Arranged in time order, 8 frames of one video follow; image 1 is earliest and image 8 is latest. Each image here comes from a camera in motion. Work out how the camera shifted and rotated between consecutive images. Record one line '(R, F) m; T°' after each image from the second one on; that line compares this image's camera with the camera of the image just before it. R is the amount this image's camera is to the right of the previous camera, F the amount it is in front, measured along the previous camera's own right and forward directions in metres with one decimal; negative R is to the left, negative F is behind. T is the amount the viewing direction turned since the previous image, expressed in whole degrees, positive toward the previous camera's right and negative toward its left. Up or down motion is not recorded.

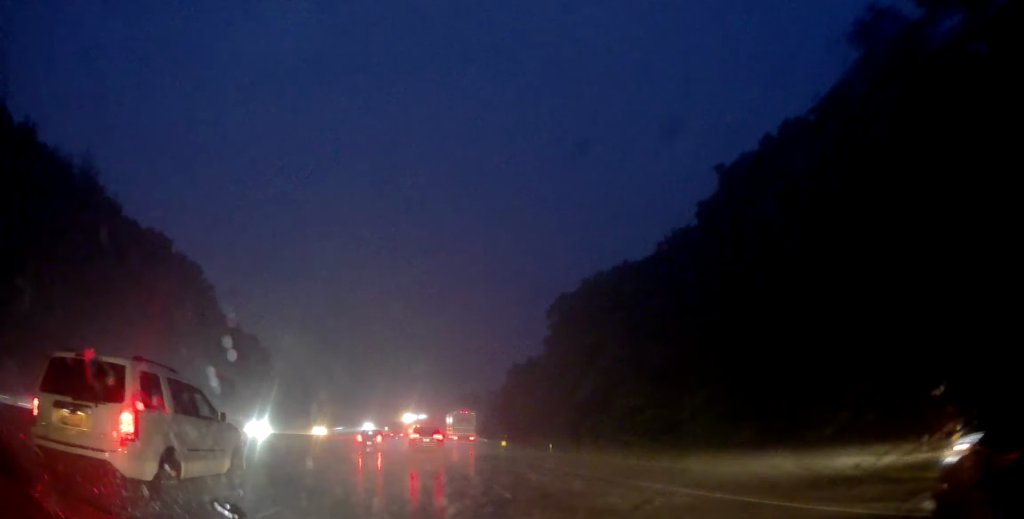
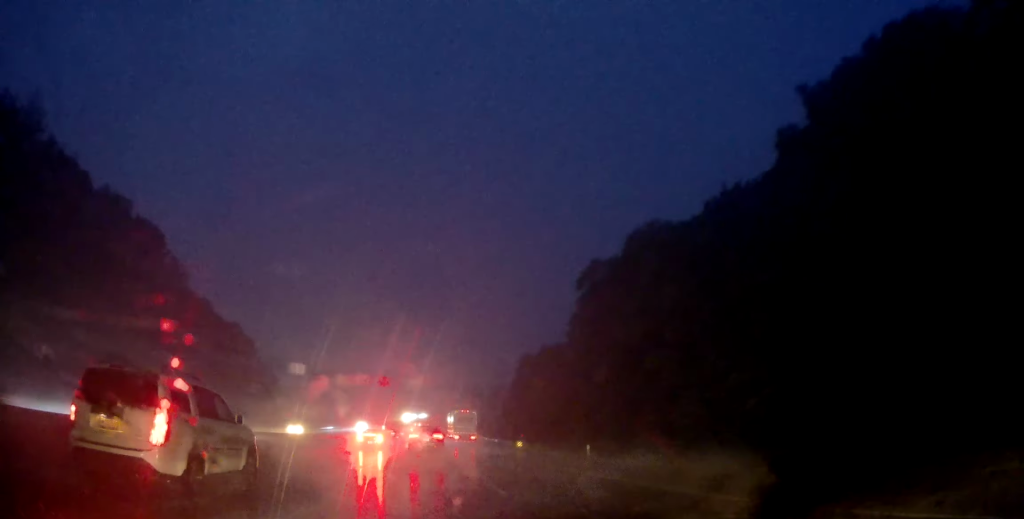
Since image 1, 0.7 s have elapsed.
(+0.3, +11.2) m; +1°
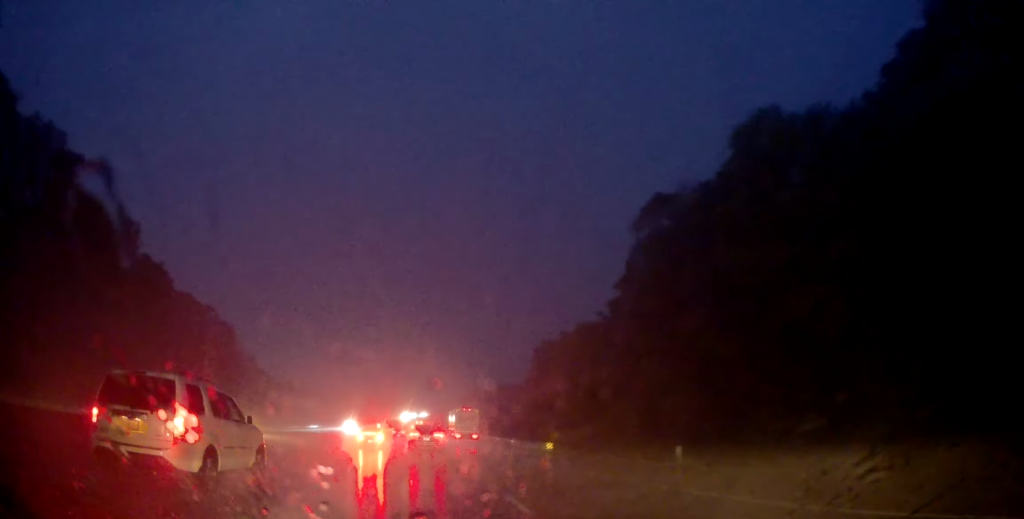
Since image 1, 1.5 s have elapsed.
(+0.2, +13.7) m; 0°
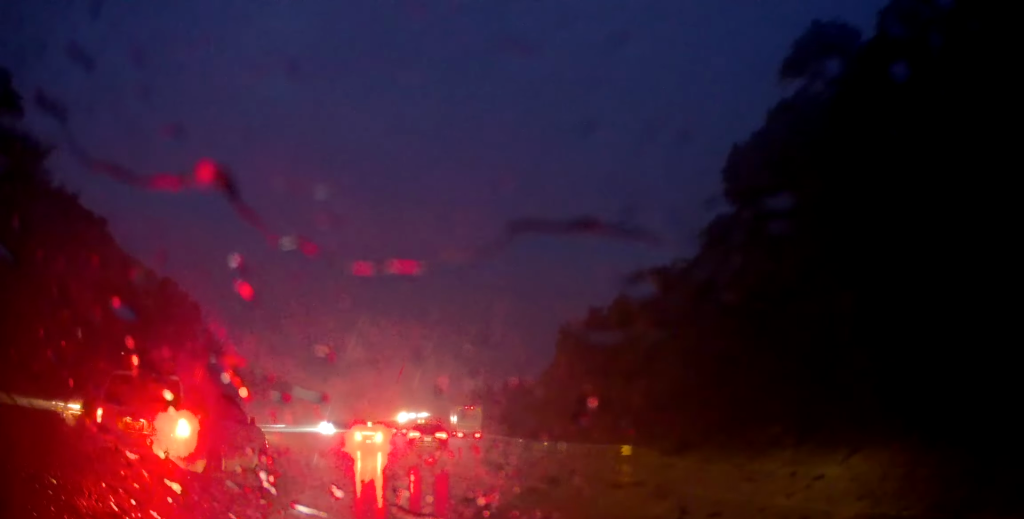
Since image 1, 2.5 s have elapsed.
(-0.3, +17.4) m; -2°
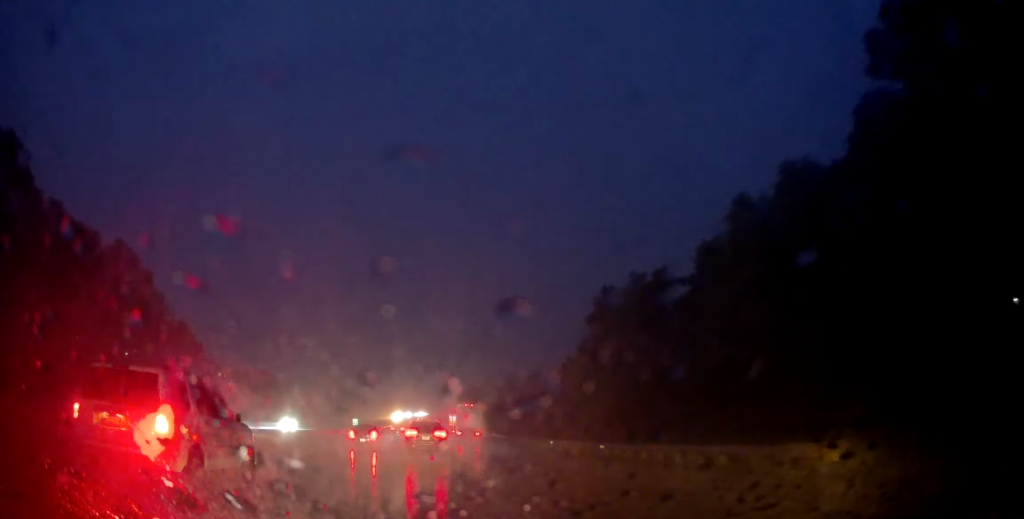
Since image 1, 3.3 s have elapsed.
(-0.3, +14.8) m; 0°
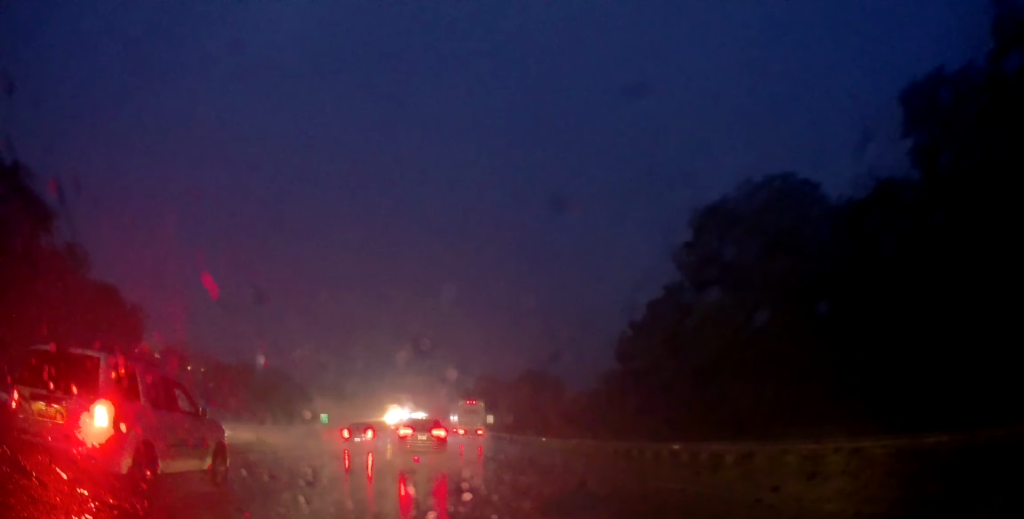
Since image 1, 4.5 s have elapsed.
(+0.2, +22.5) m; 0°
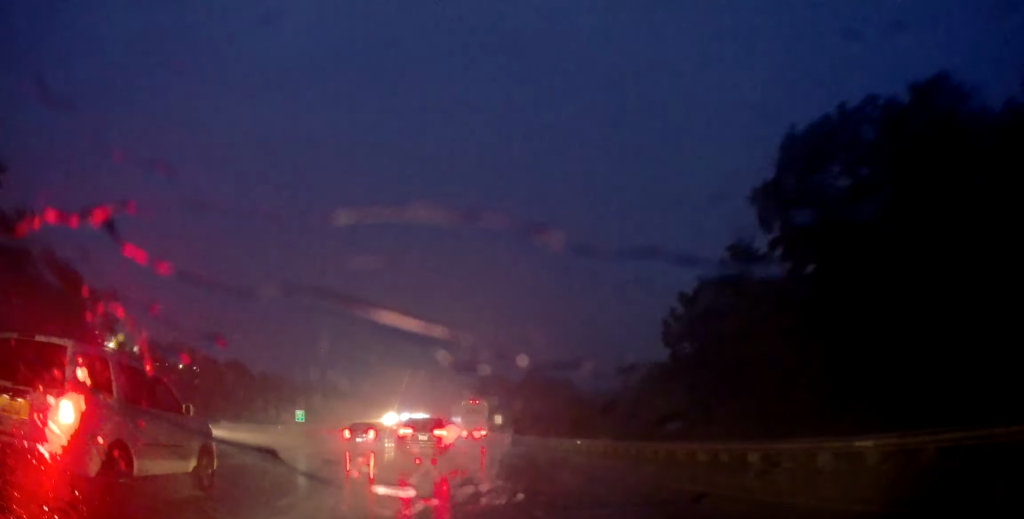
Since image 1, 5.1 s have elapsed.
(-0.3, +11.0) m; 0°
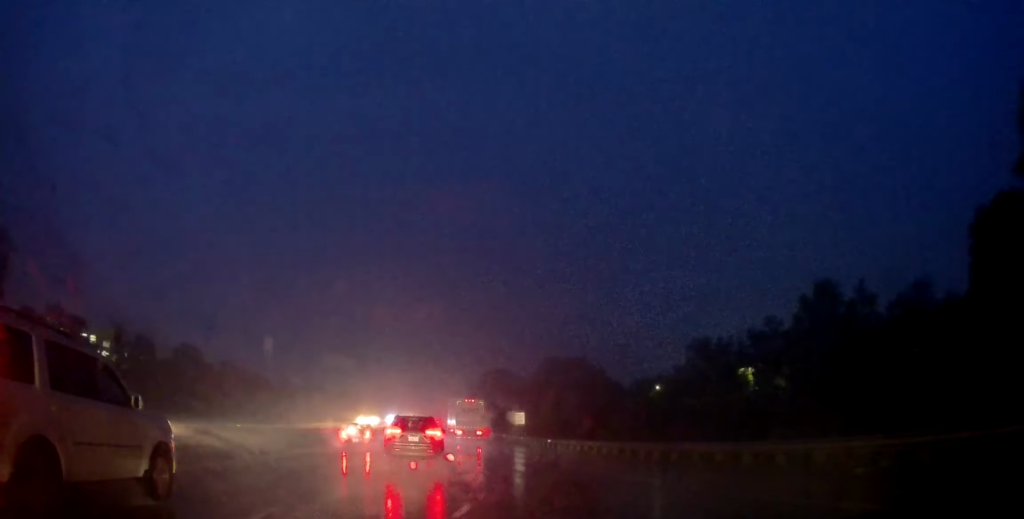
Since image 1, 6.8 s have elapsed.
(+1.5, +34.3) m; +1°
